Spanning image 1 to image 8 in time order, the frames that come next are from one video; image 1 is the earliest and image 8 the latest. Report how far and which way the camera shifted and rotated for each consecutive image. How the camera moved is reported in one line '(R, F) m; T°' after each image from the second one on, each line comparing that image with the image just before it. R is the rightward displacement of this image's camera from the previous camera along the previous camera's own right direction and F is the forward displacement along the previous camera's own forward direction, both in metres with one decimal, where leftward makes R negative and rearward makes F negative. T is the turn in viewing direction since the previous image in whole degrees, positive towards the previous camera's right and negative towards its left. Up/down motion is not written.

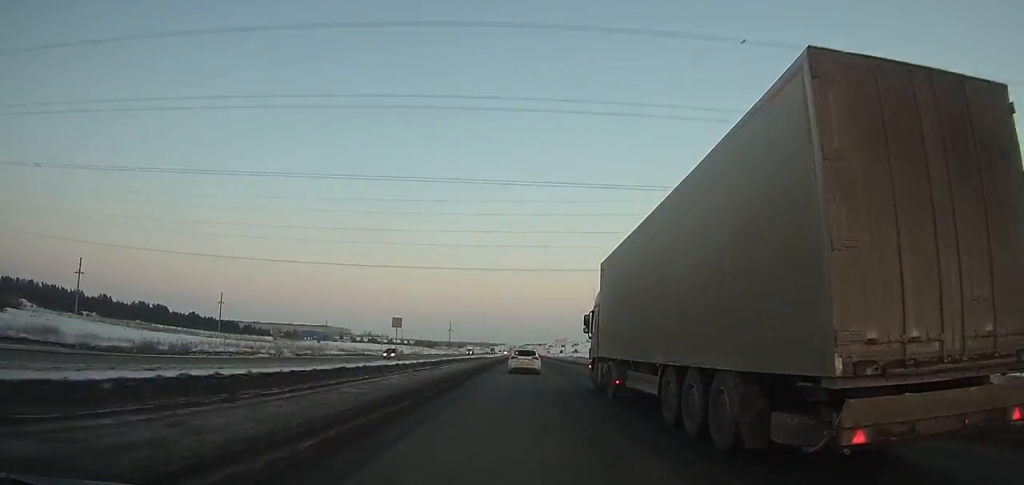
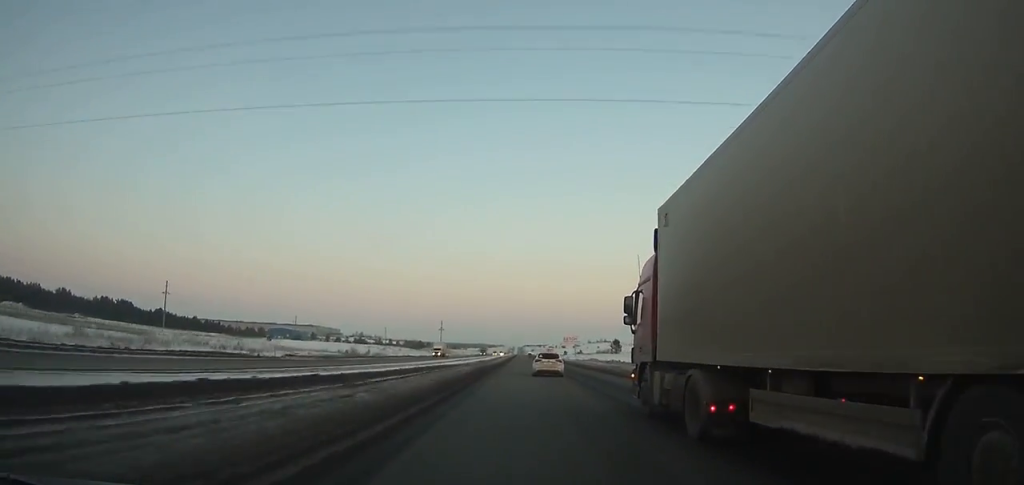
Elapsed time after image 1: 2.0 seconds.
(-0.1, +51.1) m; 0°
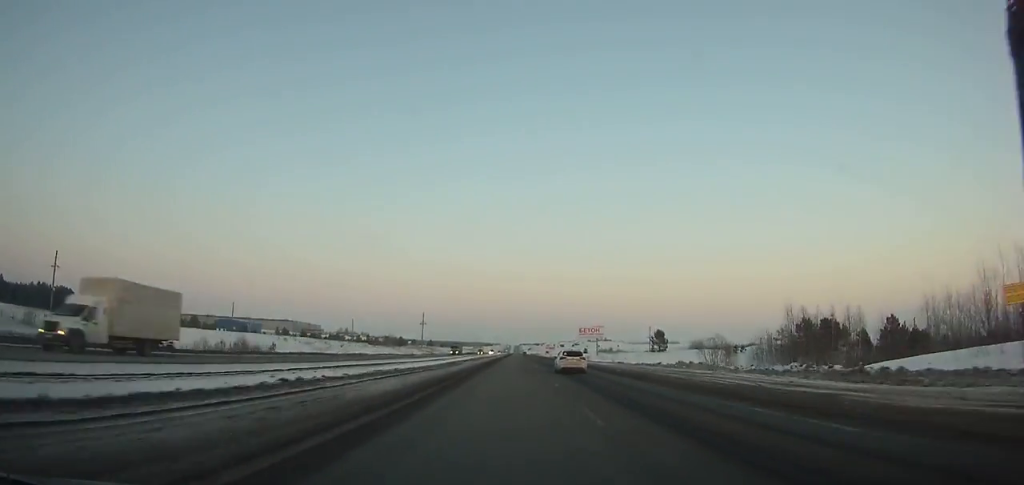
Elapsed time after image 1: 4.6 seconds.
(+0.1, +67.6) m; 0°
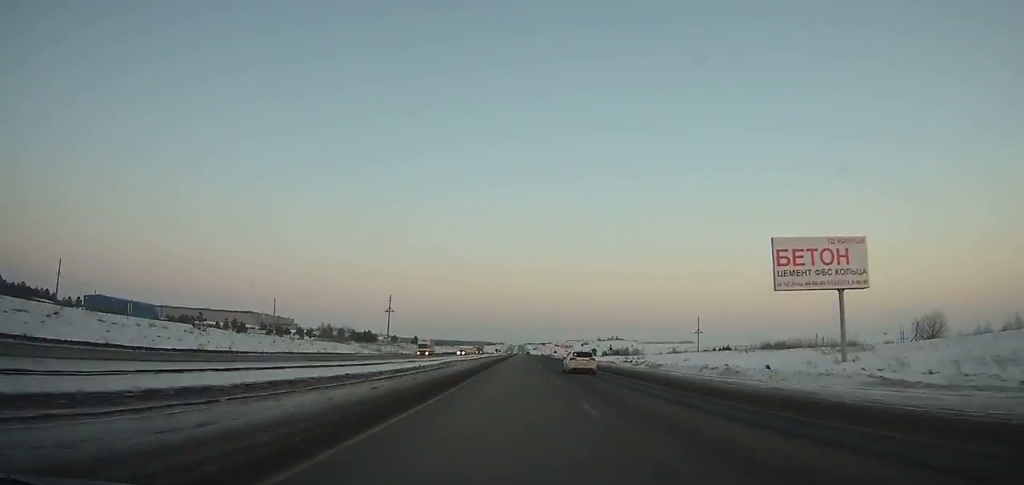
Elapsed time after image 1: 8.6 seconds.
(-0.3, +105.4) m; 0°
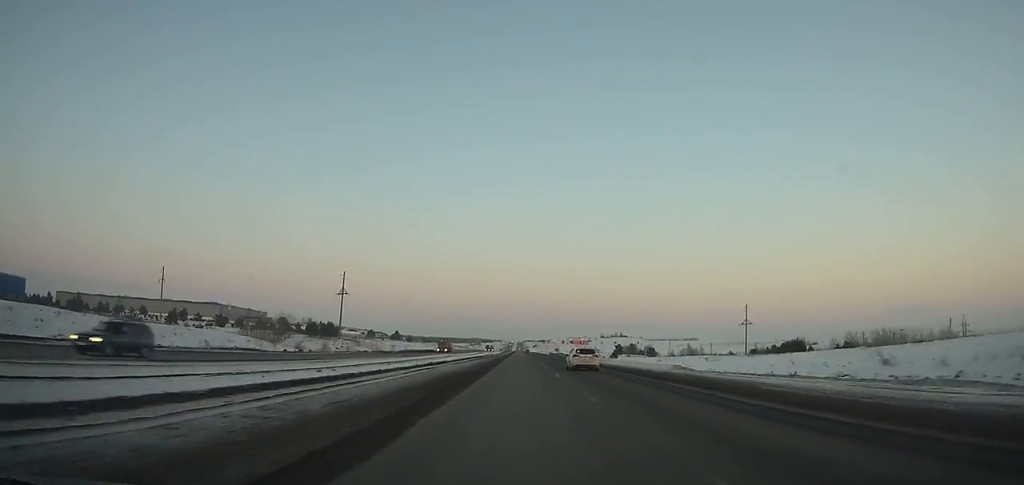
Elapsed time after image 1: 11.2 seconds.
(+0.1, +68.3) m; 0°
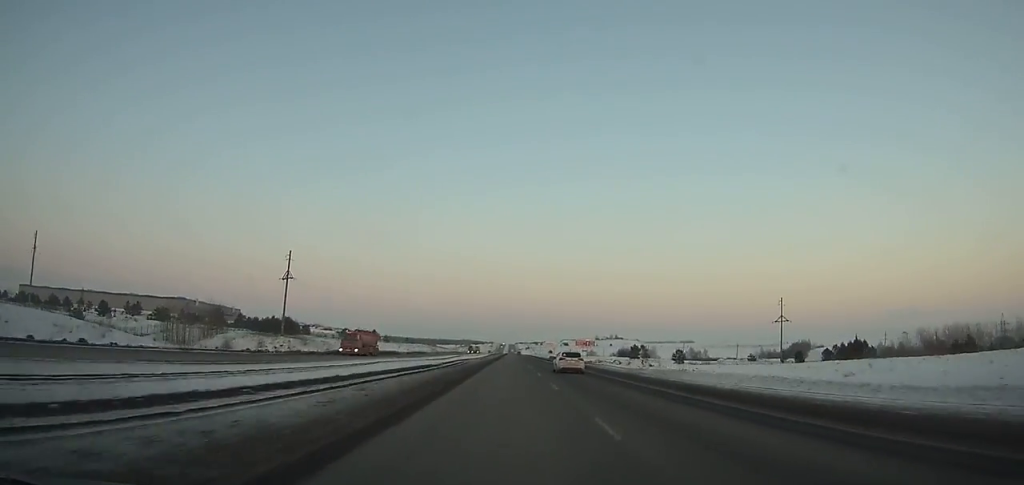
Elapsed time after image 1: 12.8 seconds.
(+0.2, +41.6) m; 0°
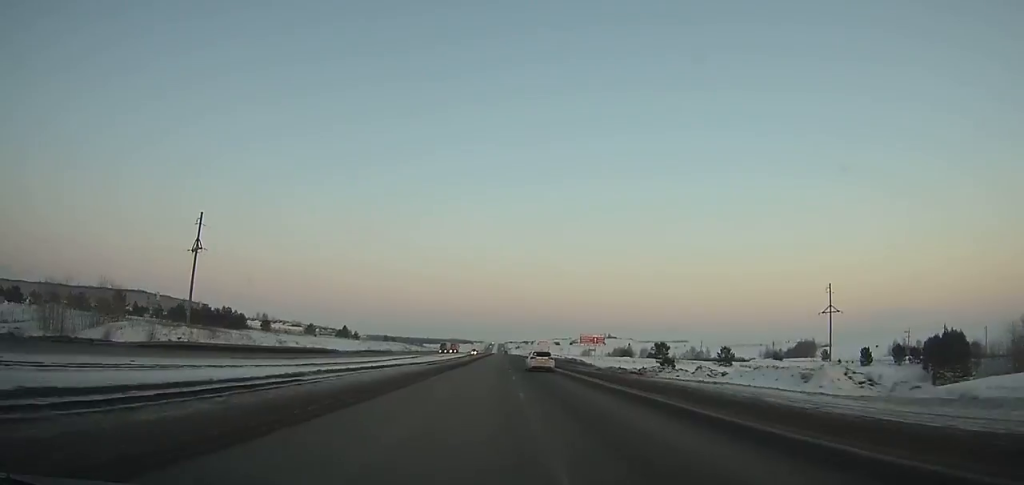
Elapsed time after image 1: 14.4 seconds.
(+0.1, +41.2) m; 0°
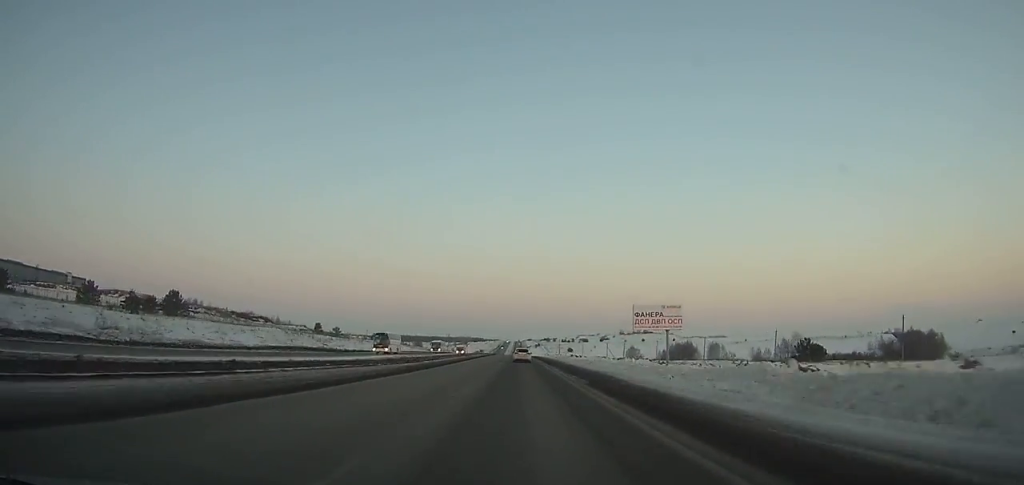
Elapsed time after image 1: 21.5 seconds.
(-1.0, +179.5) m; -1°
